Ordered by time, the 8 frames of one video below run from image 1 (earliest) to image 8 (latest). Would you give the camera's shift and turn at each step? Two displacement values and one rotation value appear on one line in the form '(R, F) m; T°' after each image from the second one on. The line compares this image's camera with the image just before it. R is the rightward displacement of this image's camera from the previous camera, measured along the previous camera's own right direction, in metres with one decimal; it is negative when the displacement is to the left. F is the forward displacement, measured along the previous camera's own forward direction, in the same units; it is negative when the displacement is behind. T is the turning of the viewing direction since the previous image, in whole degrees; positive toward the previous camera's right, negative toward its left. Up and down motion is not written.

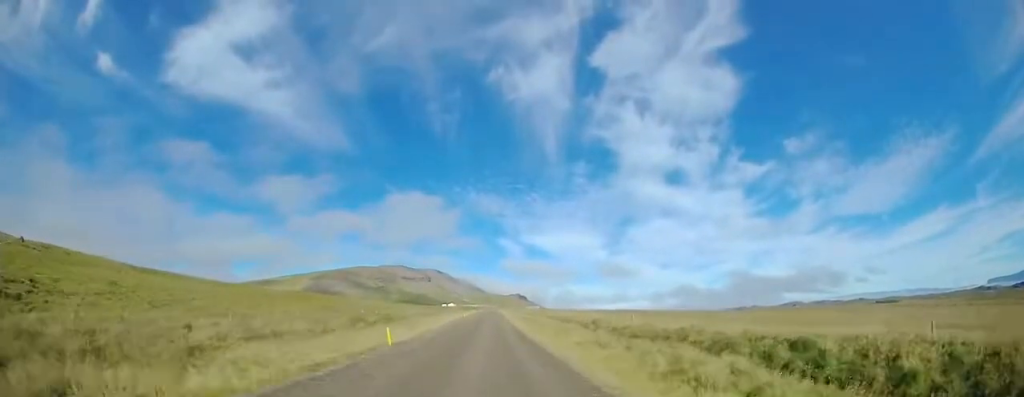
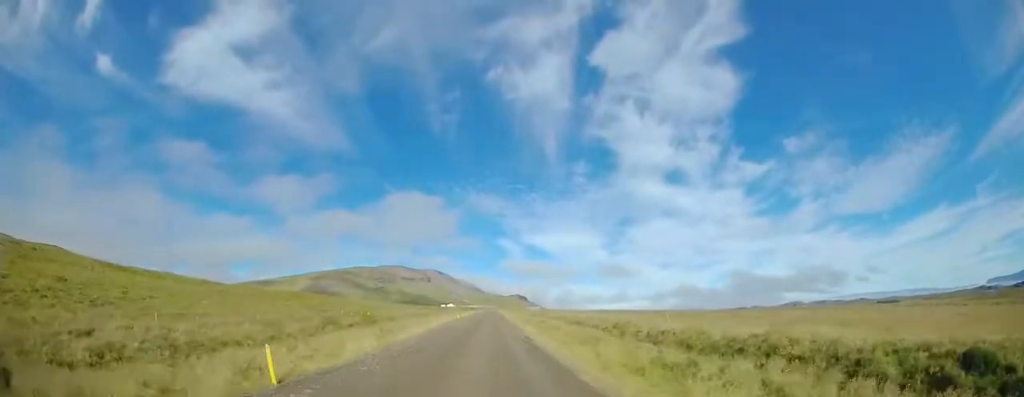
(+0.1, +8.8) m; +1°
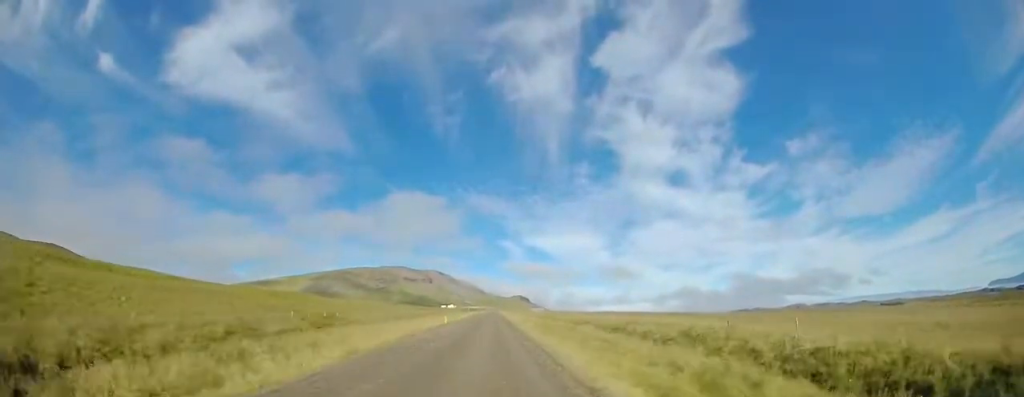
(+0.2, +15.0) m; +1°
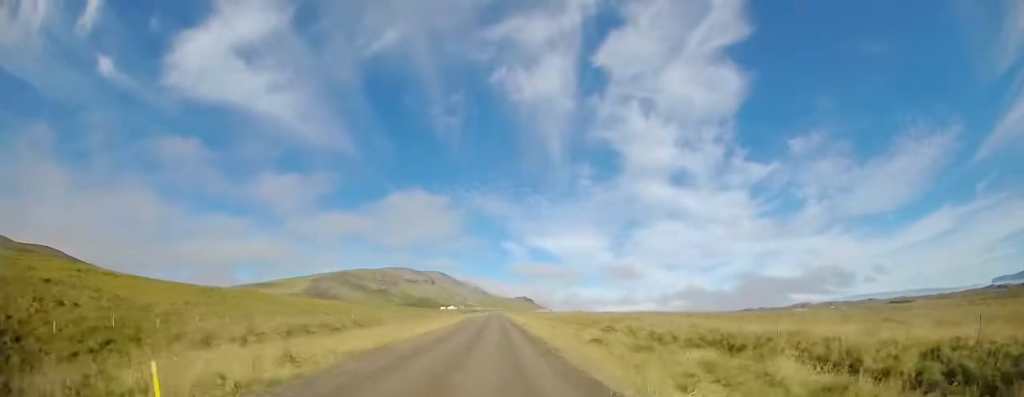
(-0.2, +32.3) m; -2°
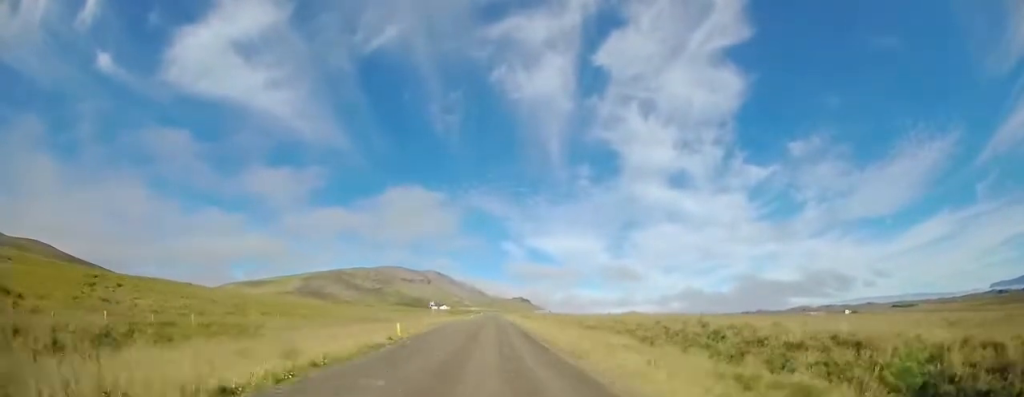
(-0.9, +33.6) m; -2°
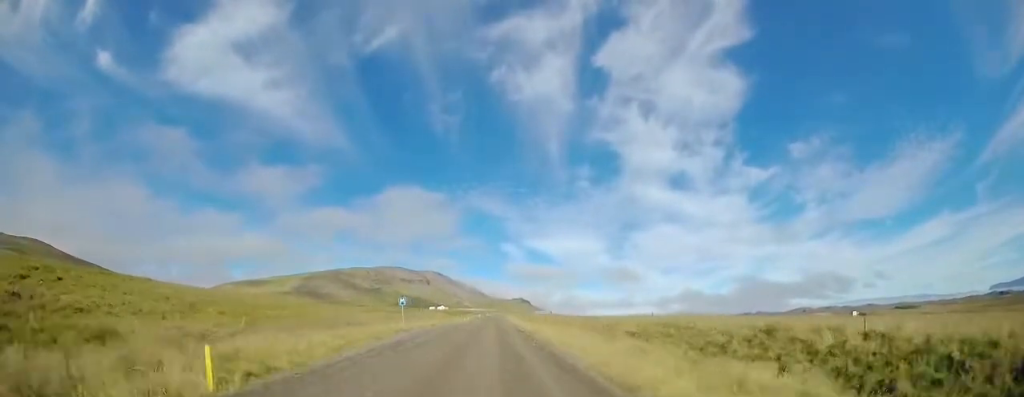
(+0.1, +14.0) m; +1°
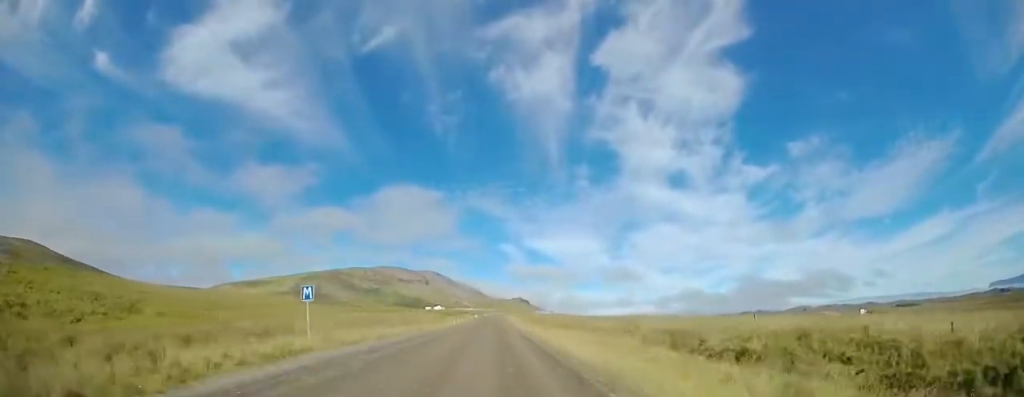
(0.0, +15.2) m; 0°
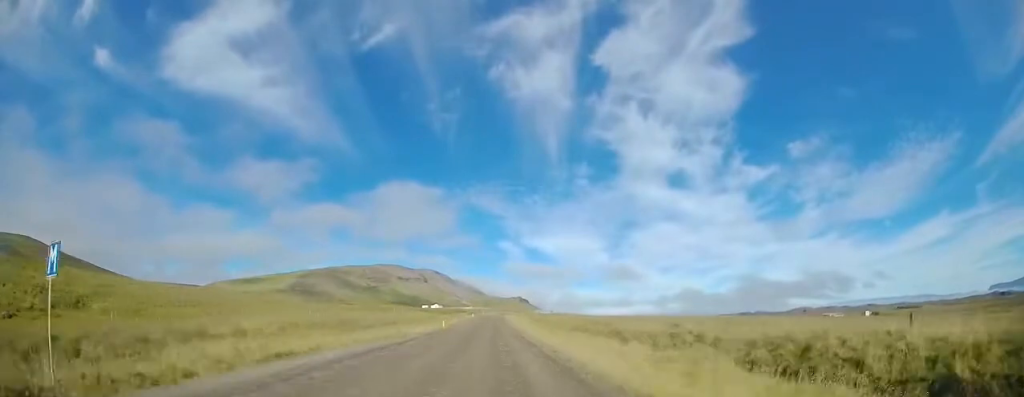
(+0.1, +10.5) m; +1°
